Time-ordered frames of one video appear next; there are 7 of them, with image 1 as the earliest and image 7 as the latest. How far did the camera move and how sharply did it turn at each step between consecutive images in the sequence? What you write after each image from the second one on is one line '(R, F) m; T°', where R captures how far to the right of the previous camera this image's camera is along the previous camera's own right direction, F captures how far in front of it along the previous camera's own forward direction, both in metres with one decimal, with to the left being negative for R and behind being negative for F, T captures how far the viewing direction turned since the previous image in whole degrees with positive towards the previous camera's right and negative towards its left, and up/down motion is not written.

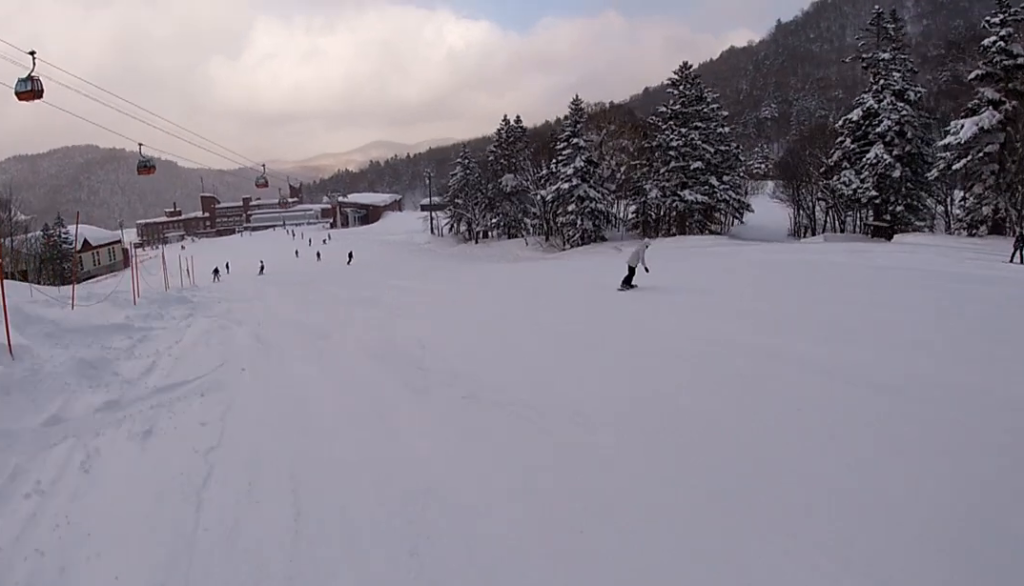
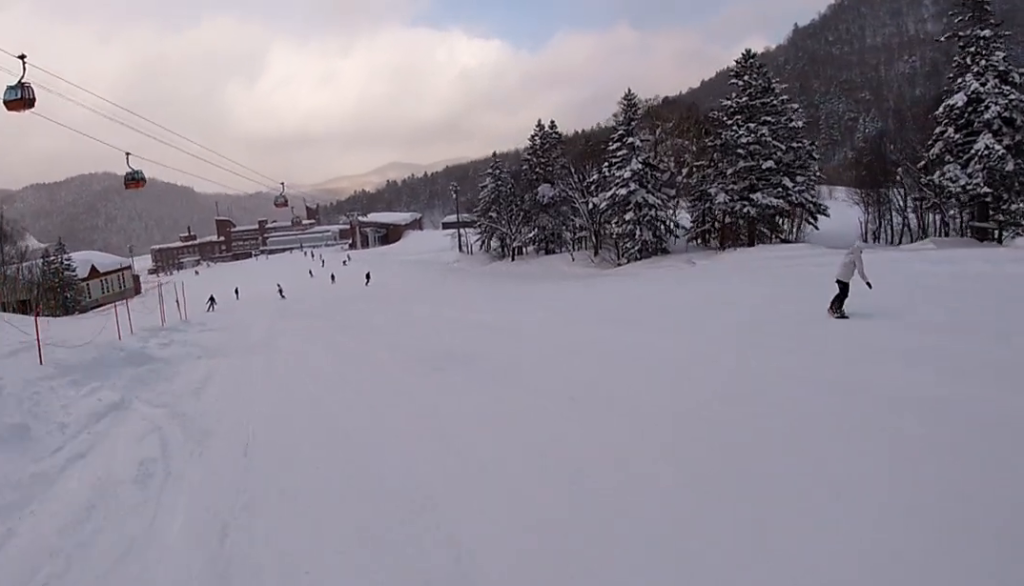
(-0.5, +9.0) m; +3°
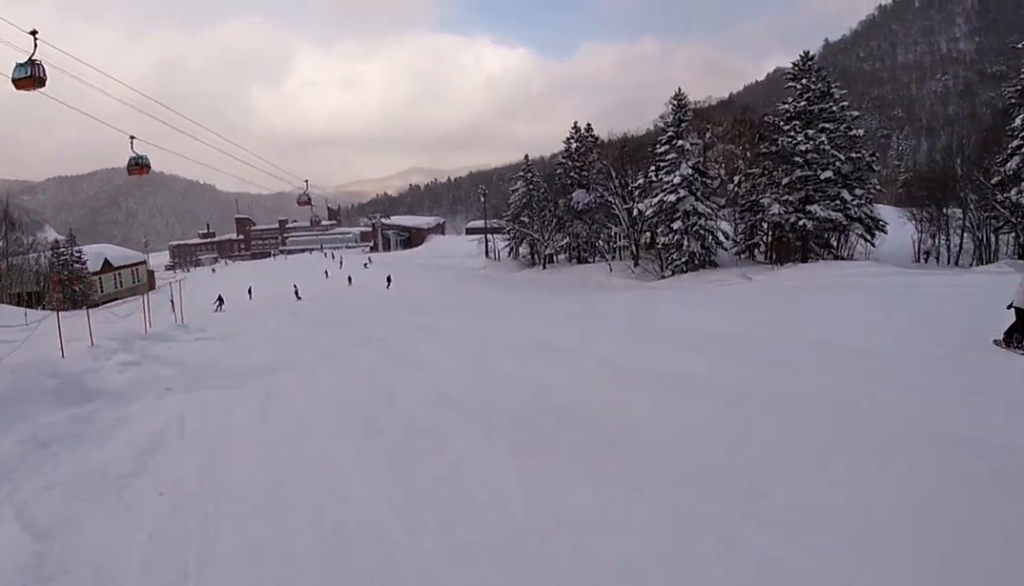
(-0.4, +5.0) m; +2°
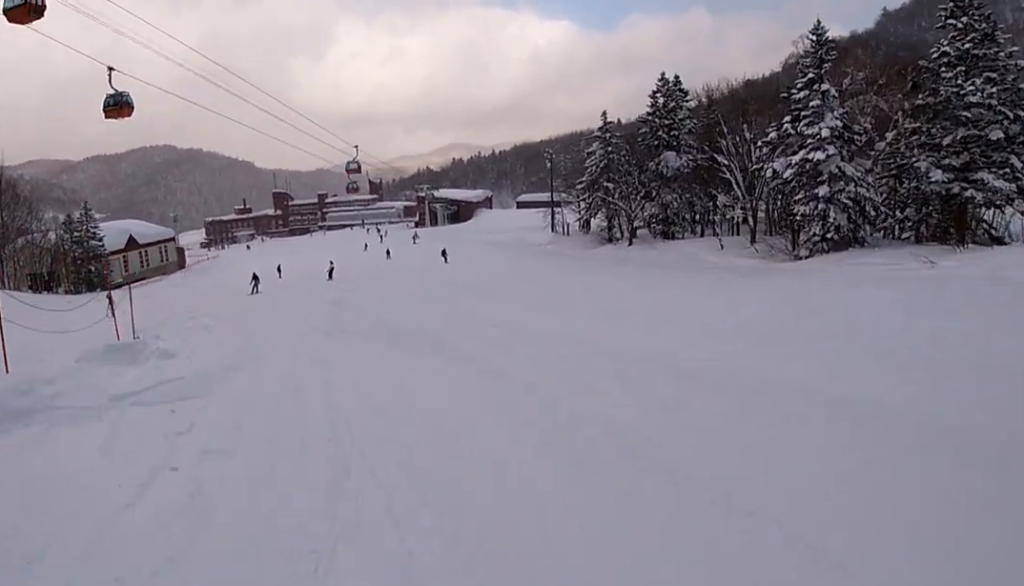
(+1.4, +12.6) m; -1°
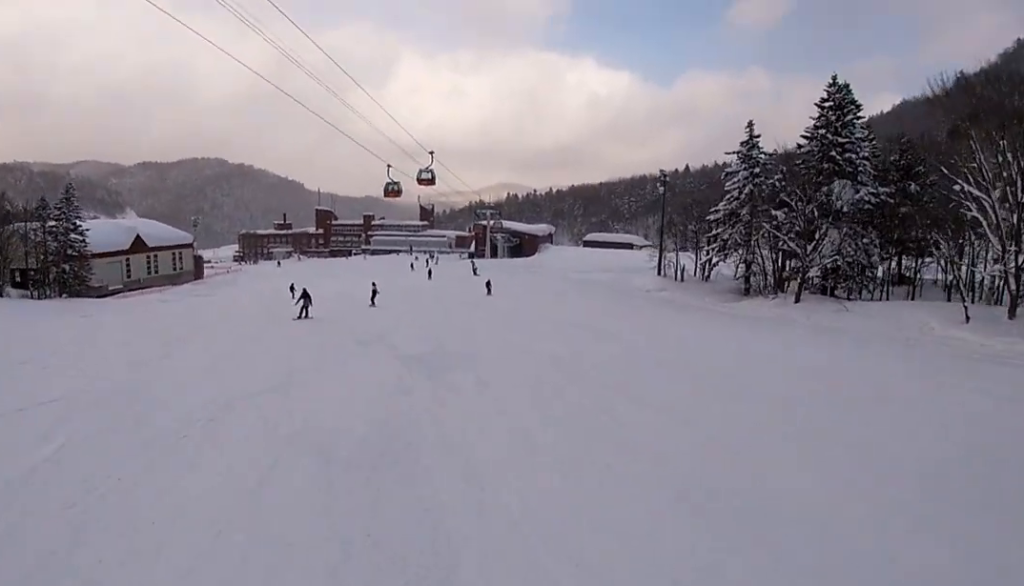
(-2.2, +22.4) m; -6°
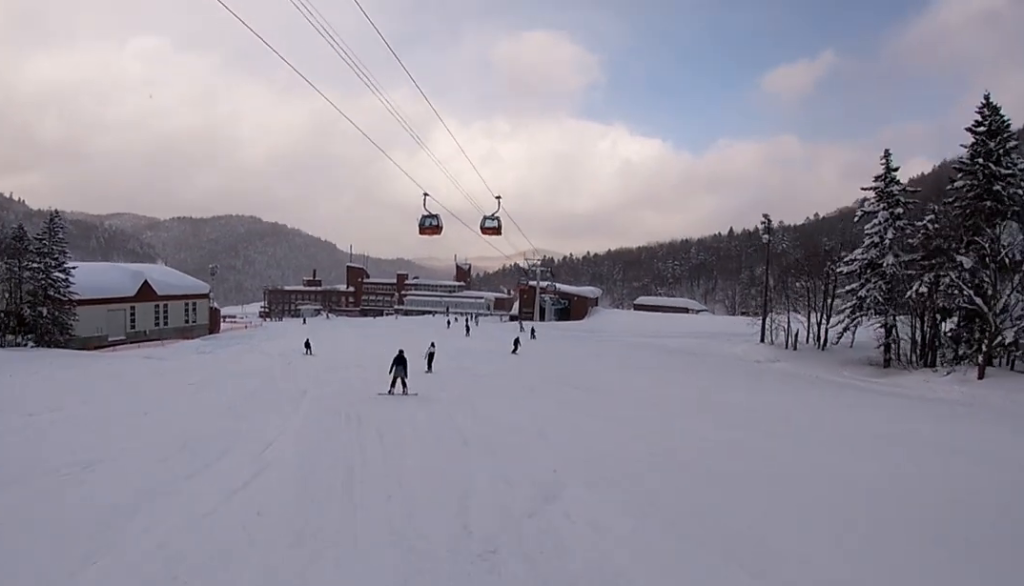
(-1.0, +14.0) m; -6°
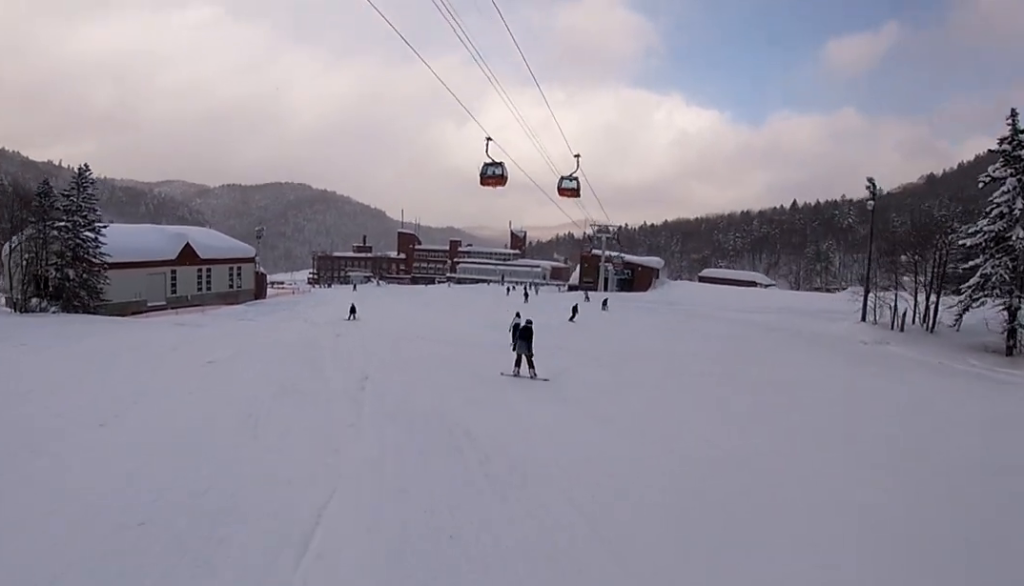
(-0.4, +6.0) m; 0°
